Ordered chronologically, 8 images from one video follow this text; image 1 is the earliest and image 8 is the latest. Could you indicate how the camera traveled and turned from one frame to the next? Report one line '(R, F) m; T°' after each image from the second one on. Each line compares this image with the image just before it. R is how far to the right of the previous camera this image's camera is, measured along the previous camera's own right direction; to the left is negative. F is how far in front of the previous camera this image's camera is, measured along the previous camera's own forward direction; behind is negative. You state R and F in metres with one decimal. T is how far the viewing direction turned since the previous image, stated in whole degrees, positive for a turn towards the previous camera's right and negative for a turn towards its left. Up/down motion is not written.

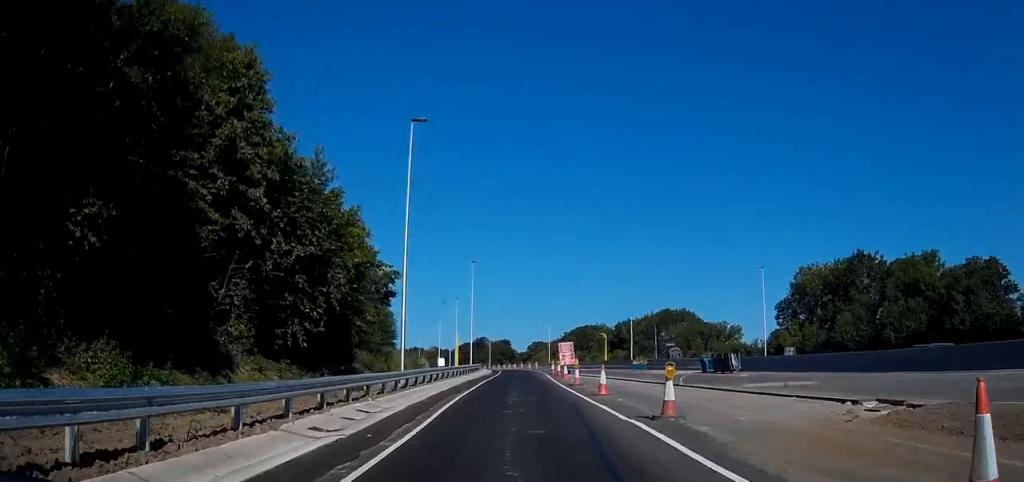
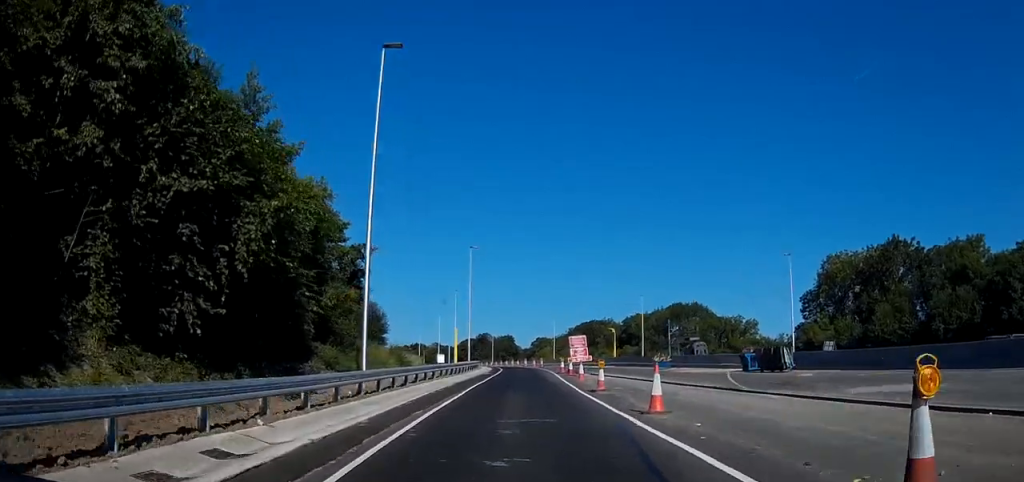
(0.0, +8.6) m; 0°
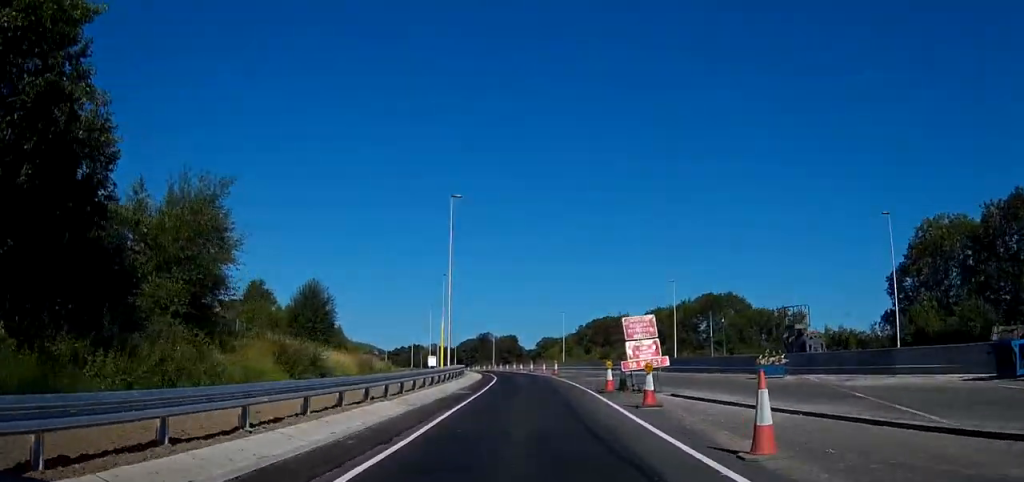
(-0.2, +24.1) m; 0°
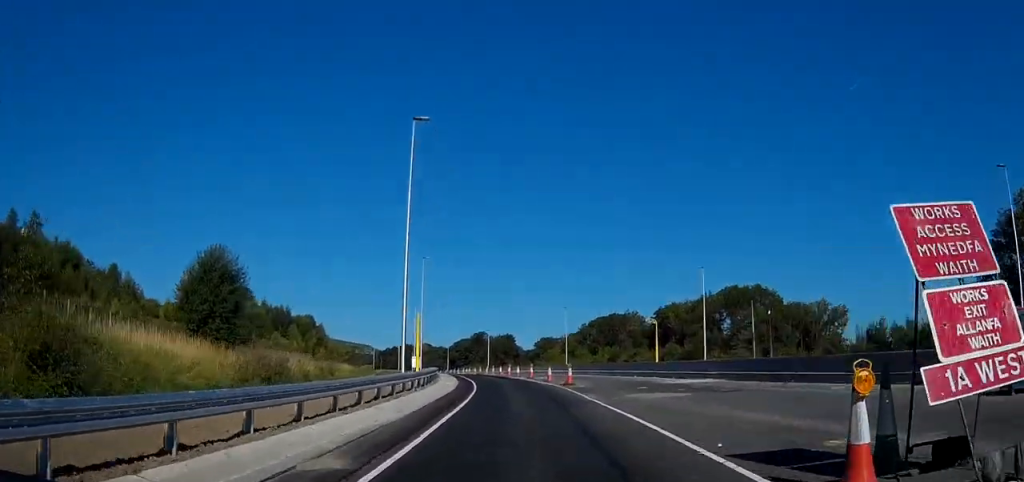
(0.0, +18.3) m; 0°
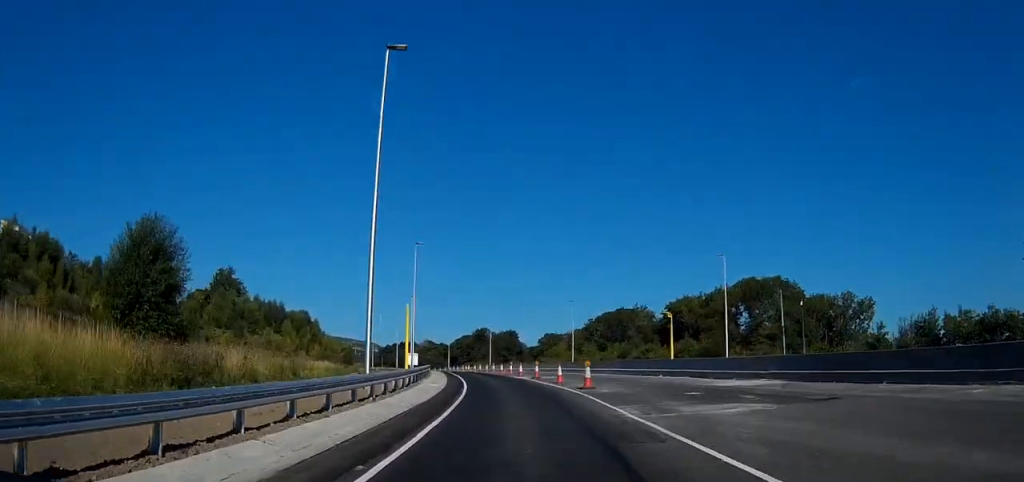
(0.0, +8.0) m; 0°
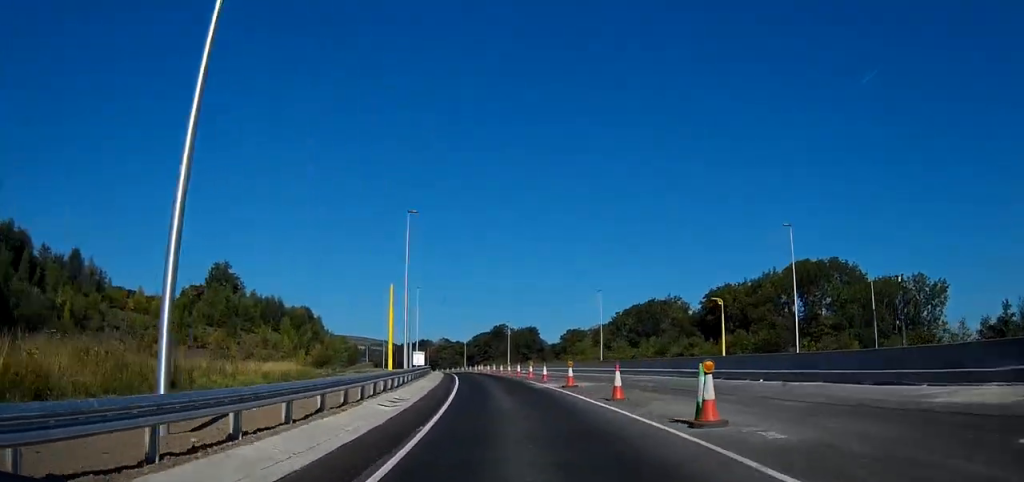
(0.0, +15.5) m; -1°
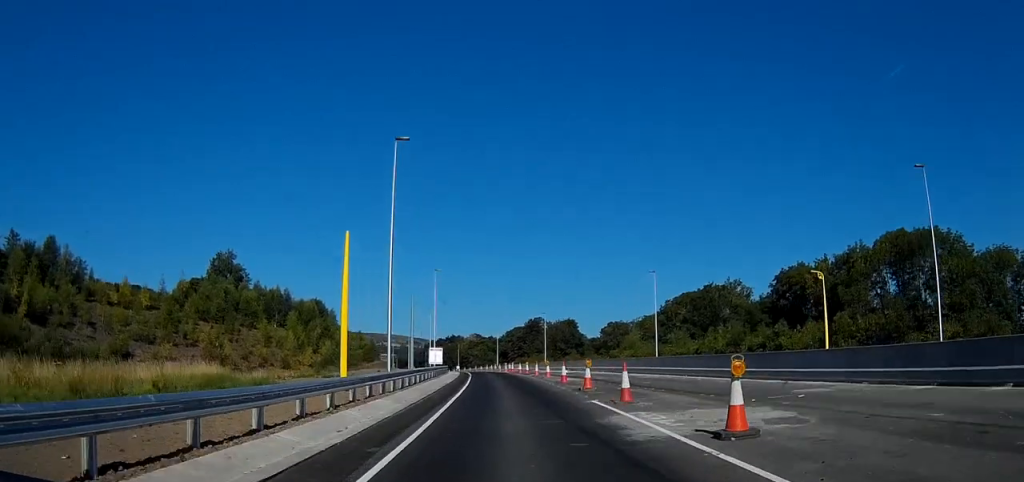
(-0.6, +18.9) m; -4°
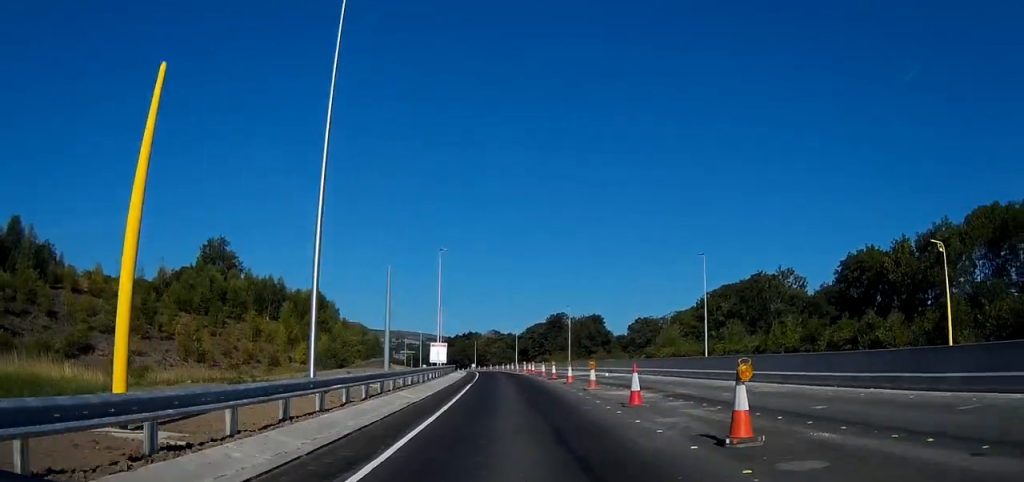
(-0.7, +16.1) m; -2°
